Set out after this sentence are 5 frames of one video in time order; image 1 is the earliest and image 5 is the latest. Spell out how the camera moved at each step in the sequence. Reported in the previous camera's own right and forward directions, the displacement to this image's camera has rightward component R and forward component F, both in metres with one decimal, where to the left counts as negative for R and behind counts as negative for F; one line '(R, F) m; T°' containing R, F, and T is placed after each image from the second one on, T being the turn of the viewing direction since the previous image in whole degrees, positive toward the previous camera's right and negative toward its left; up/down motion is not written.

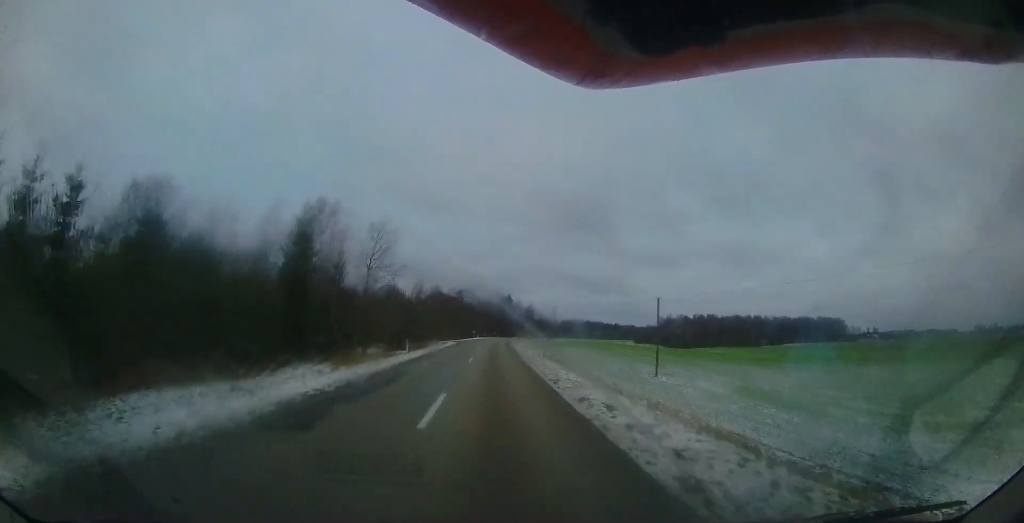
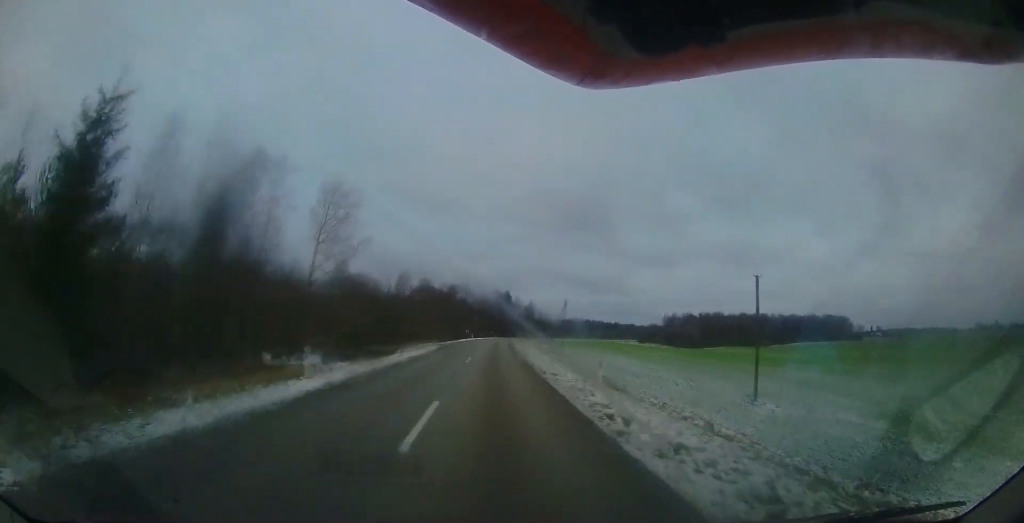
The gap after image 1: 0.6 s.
(+0.1, +13.0) m; 0°
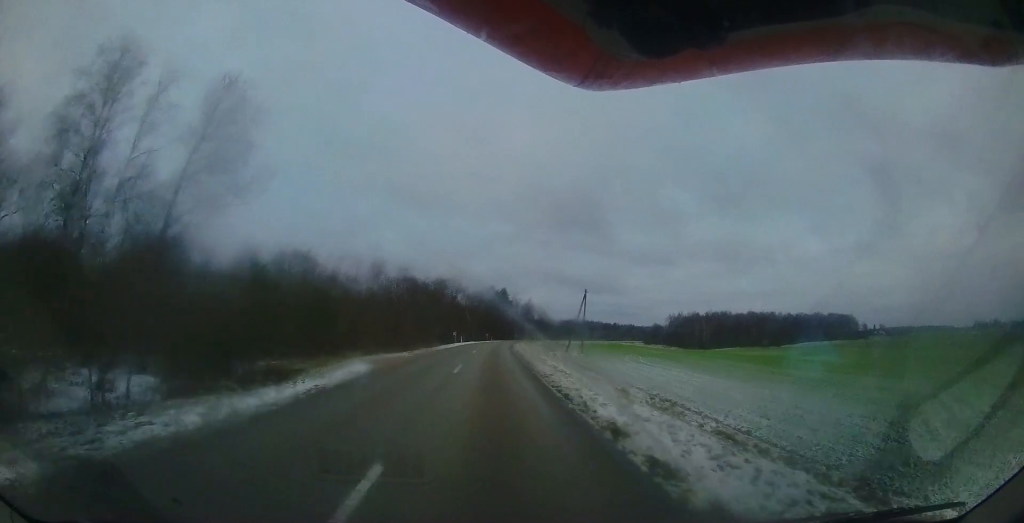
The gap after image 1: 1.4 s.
(-0.5, +15.8) m; 0°
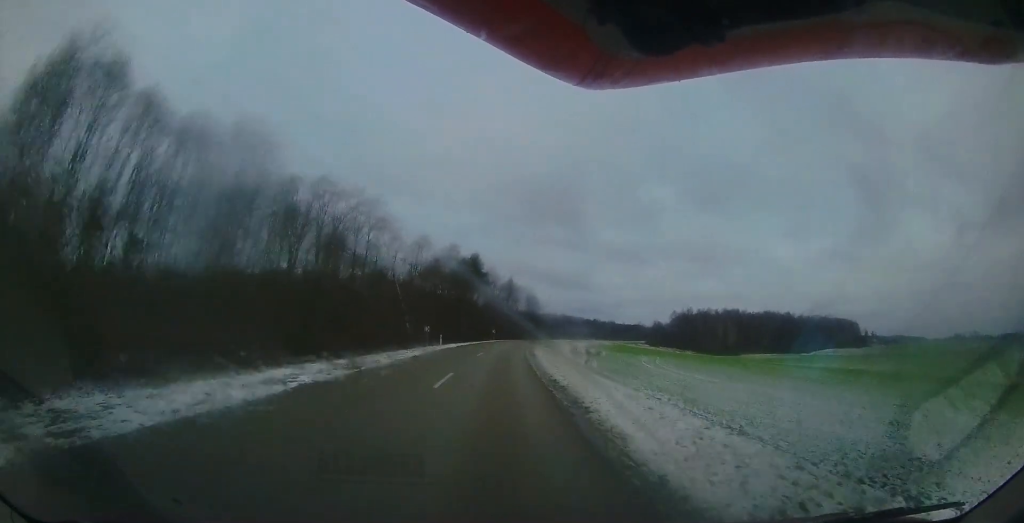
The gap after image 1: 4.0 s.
(+2.3, +52.1) m; +6°
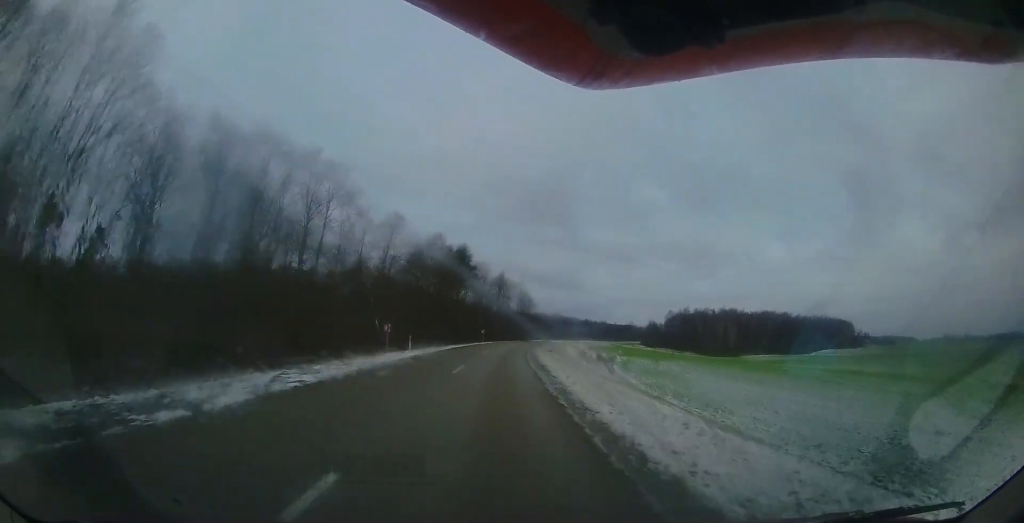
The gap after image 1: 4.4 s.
(-0.1, +8.8) m; +2°
